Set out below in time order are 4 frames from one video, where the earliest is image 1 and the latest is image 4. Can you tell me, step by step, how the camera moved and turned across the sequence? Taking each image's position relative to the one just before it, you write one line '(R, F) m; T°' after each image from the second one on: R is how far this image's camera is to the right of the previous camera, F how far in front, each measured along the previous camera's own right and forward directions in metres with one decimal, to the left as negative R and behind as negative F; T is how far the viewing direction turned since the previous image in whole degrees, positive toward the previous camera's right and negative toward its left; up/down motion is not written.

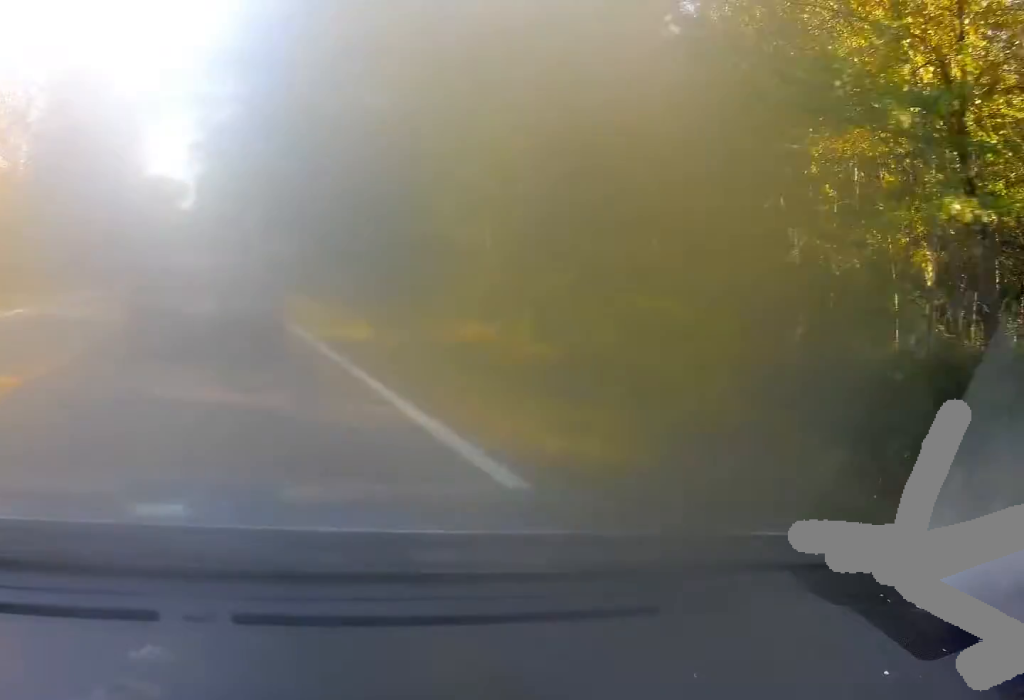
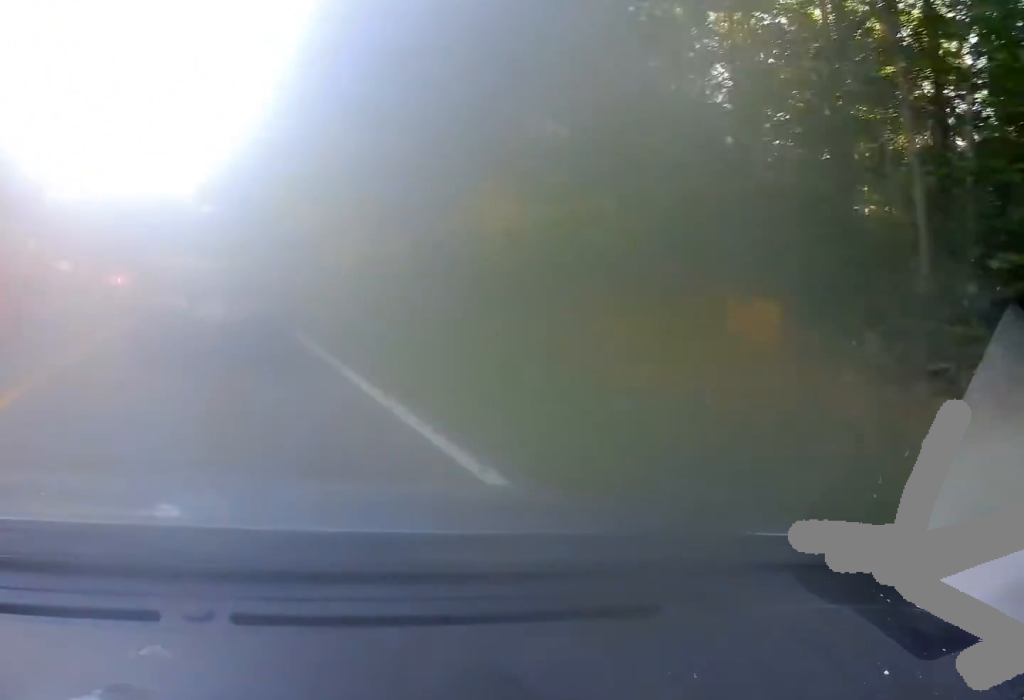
(-1.9, +58.1) m; -1°
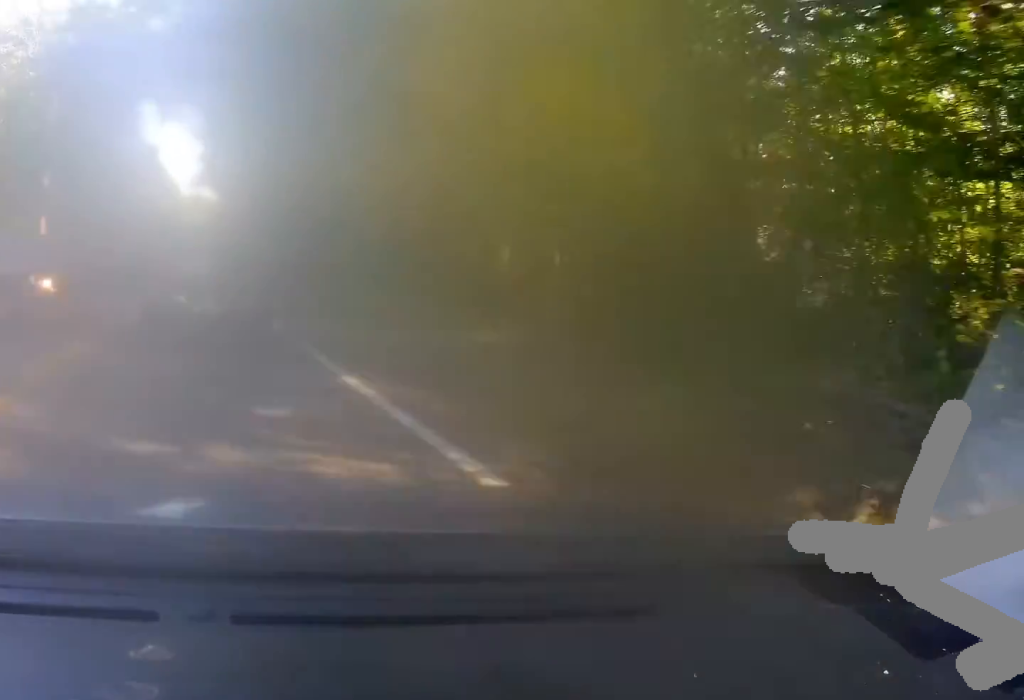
(-0.1, +50.1) m; -1°
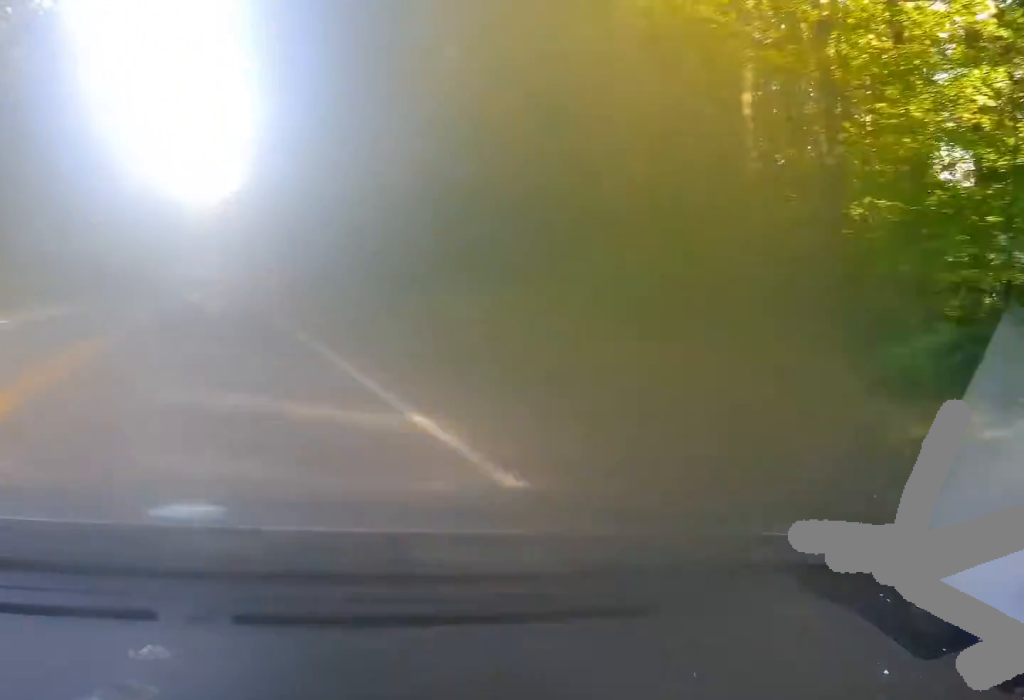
(+0.3, +22.6) m; 0°
